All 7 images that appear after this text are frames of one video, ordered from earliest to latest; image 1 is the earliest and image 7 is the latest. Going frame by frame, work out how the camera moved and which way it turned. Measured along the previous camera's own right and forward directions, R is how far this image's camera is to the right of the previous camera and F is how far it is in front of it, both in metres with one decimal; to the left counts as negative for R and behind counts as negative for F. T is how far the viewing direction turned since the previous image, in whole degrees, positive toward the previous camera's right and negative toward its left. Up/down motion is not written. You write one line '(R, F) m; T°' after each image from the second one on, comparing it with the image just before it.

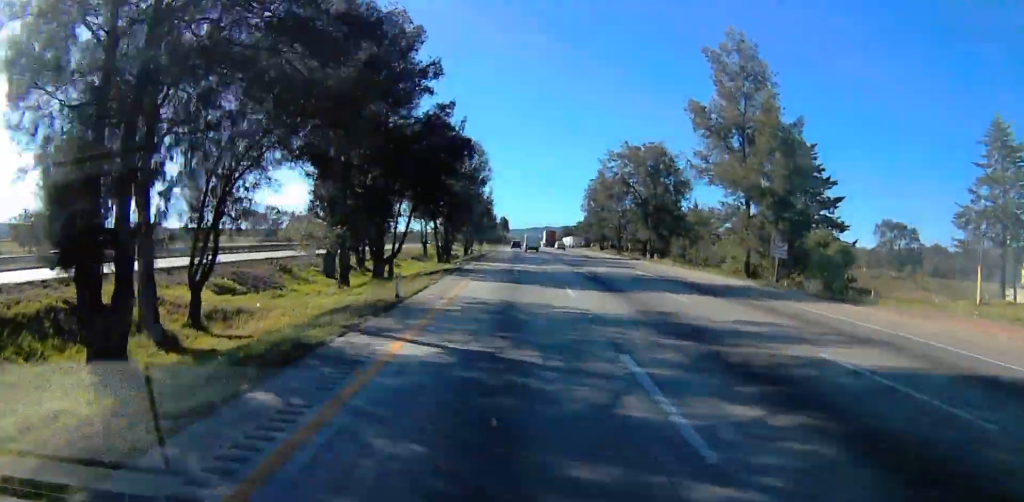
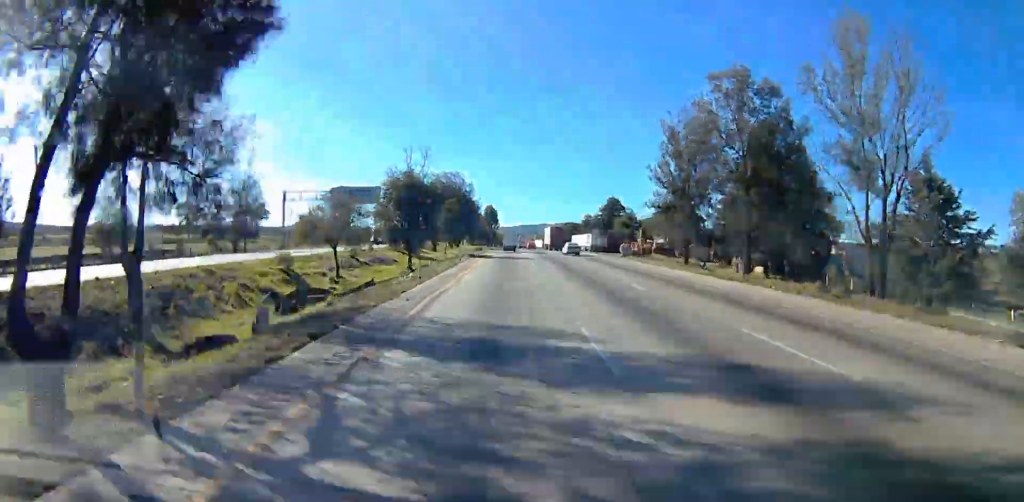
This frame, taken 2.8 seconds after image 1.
(0.0, +70.9) m; 0°
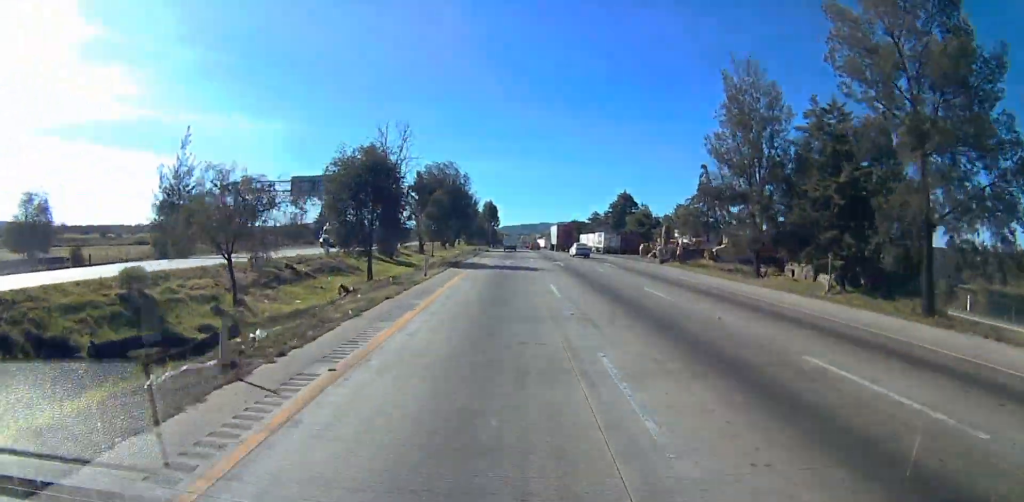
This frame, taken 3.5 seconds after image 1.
(0.0, +18.2) m; 0°
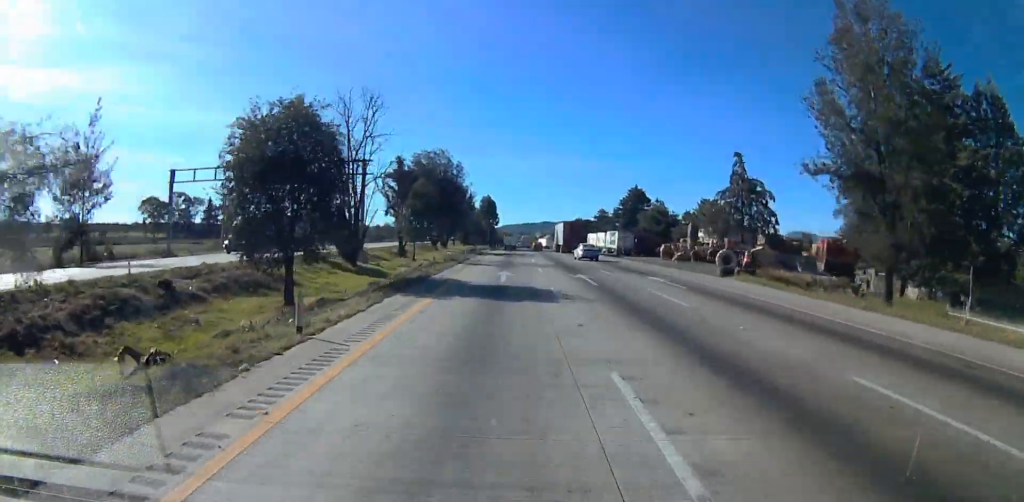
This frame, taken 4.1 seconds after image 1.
(0.0, +16.5) m; 0°
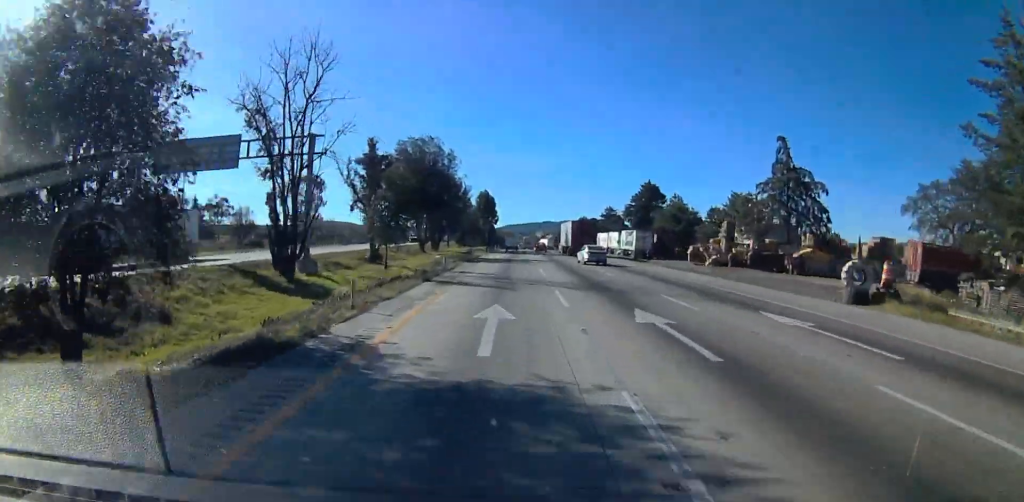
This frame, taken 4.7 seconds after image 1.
(0.0, +15.8) m; 0°
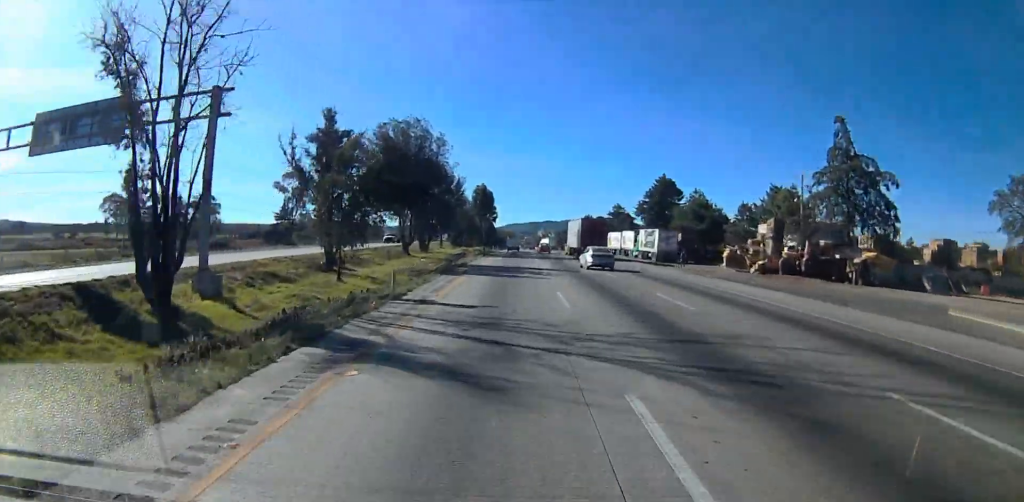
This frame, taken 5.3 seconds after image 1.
(0.0, +14.9) m; 0°
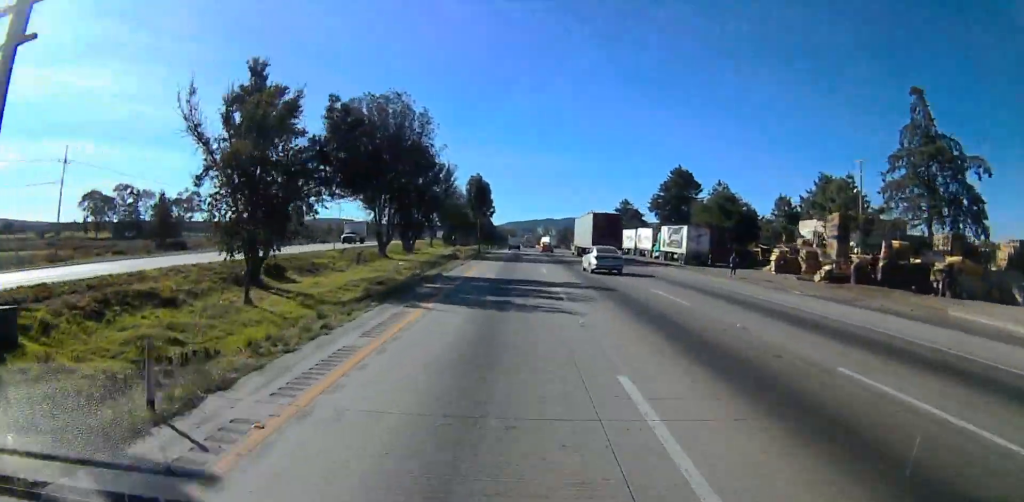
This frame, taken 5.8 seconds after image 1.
(0.0, +14.1) m; 0°
